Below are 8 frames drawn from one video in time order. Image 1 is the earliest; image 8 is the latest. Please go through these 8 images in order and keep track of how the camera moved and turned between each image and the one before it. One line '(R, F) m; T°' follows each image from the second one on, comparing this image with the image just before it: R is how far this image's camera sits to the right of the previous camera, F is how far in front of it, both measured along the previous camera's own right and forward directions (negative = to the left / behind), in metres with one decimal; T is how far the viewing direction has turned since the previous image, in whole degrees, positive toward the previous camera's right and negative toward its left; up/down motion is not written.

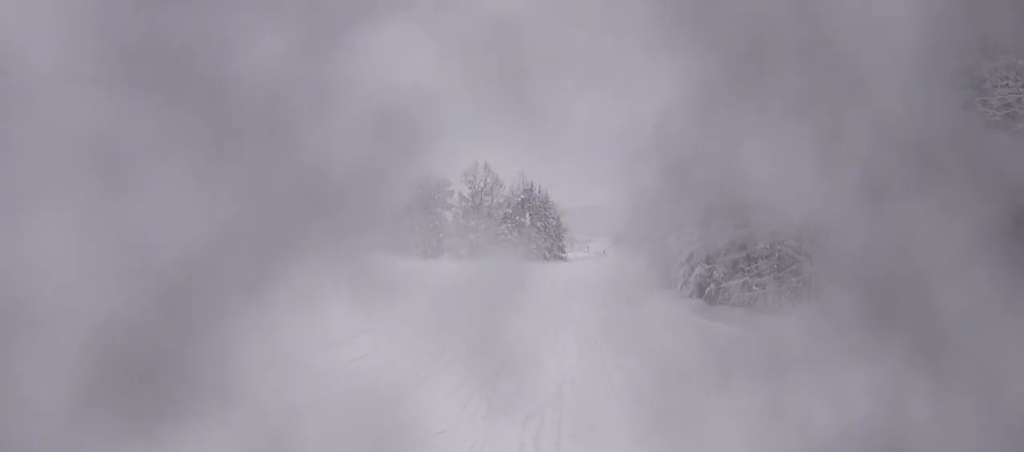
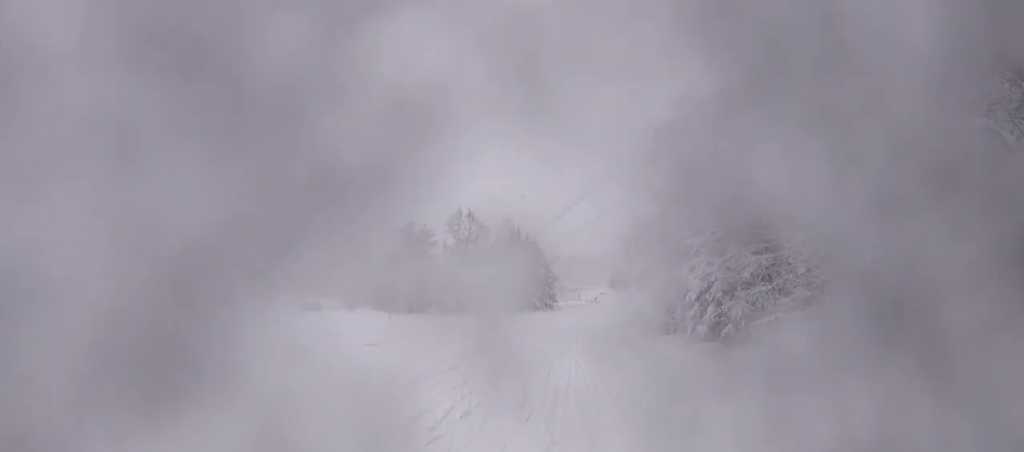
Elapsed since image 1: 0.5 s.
(-0.3, +4.0) m; +4°
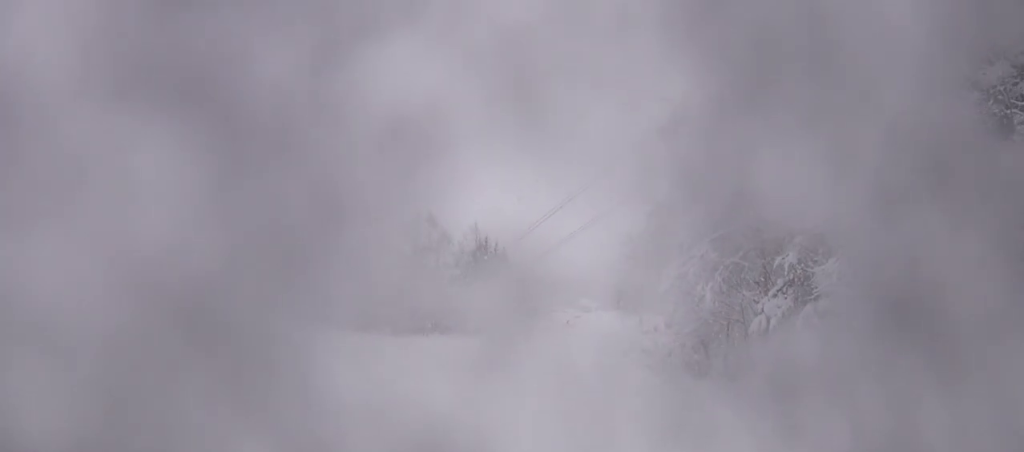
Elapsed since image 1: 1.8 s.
(+1.5, +11.0) m; +8°
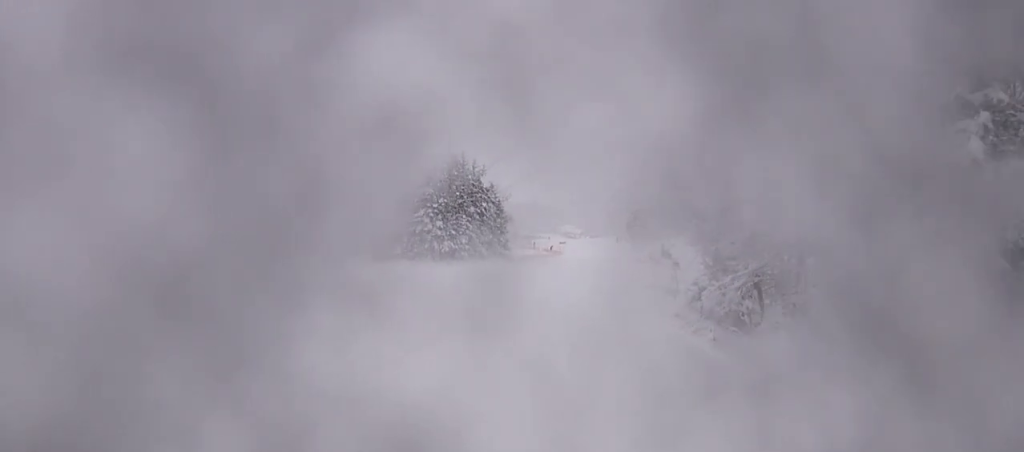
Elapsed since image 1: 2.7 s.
(-0.8, +7.1) m; -3°
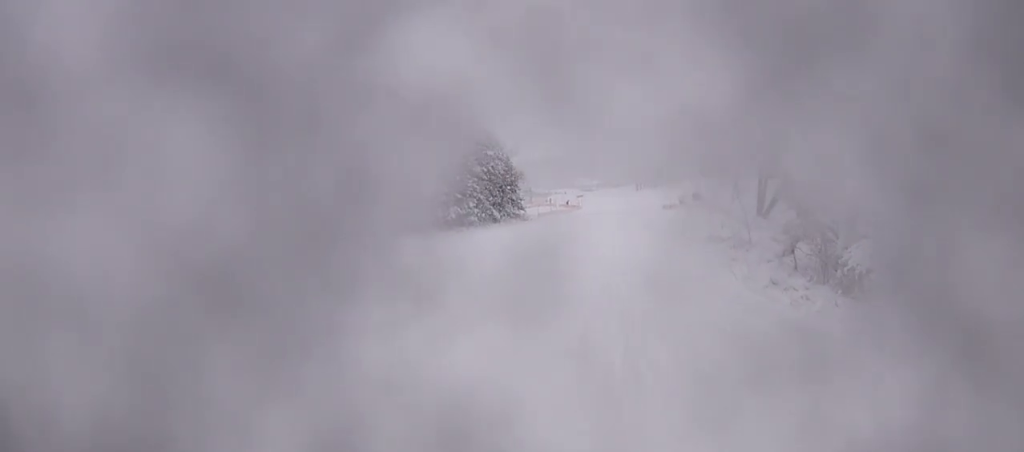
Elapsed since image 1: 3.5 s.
(+0.2, +5.5) m; +4°
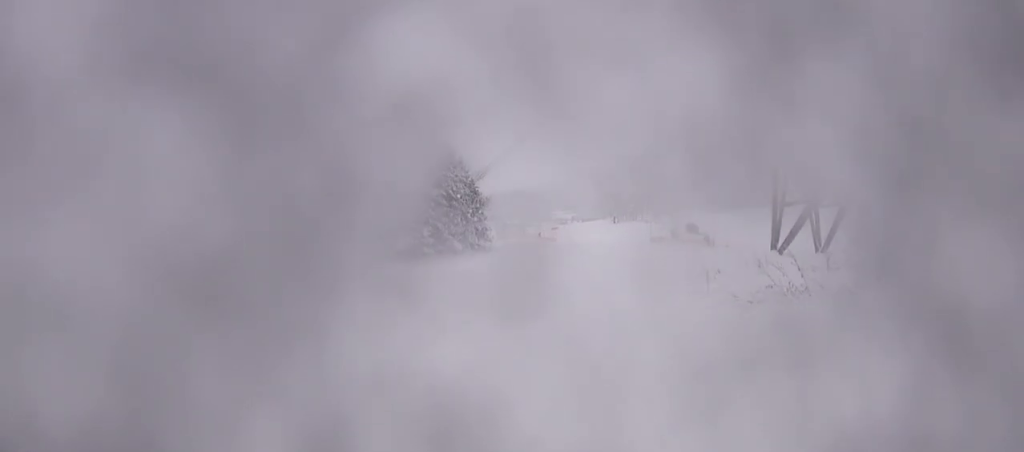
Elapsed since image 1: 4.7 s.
(+0.7, +8.6) m; +4°
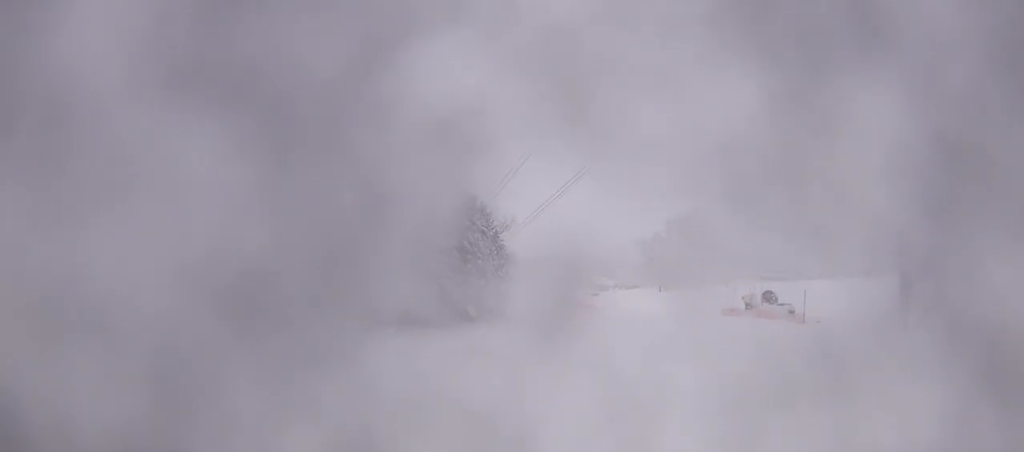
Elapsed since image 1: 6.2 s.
(-0.4, +9.7) m; 0°
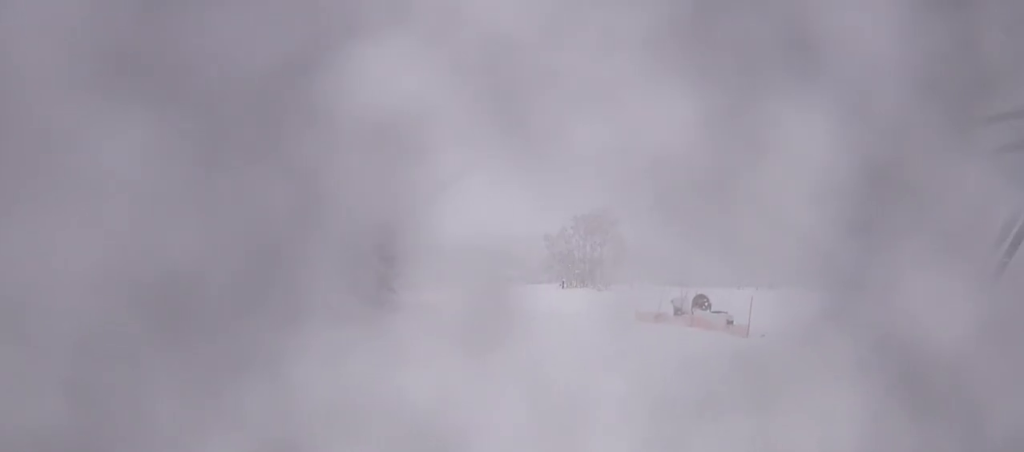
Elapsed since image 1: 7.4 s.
(+0.7, +7.4) m; +7°
